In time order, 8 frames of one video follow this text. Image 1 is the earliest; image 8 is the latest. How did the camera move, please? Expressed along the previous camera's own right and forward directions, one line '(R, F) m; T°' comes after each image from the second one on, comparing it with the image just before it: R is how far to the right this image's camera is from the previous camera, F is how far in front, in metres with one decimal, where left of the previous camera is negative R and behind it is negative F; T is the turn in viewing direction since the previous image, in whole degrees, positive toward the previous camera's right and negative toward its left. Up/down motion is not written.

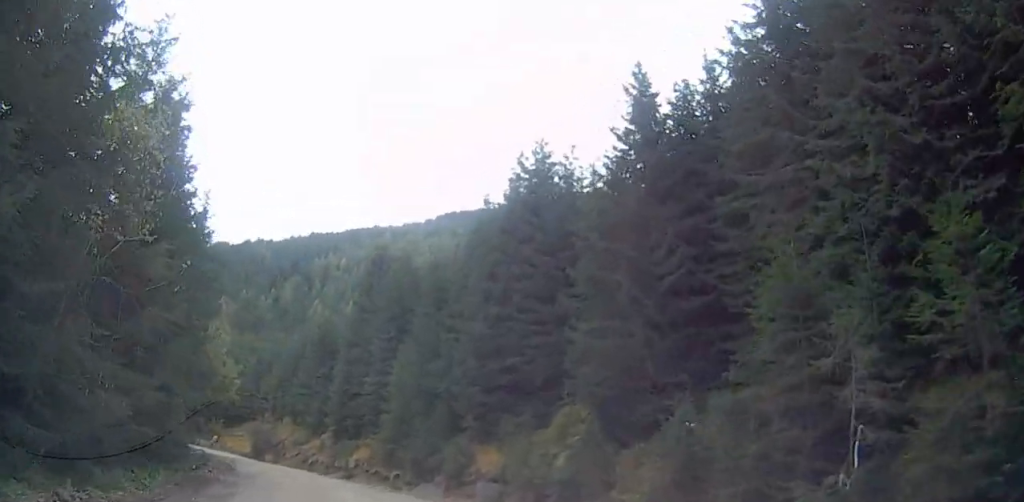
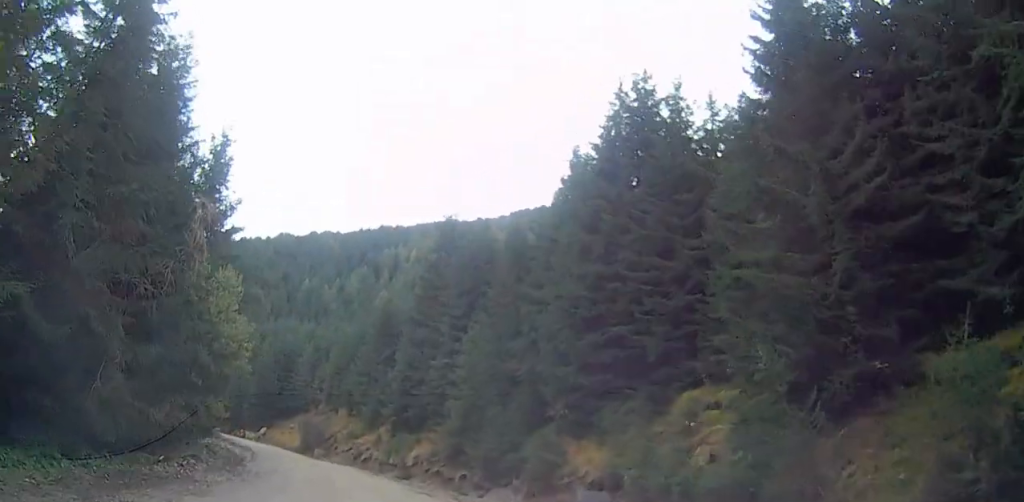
(0.0, +7.9) m; -1°
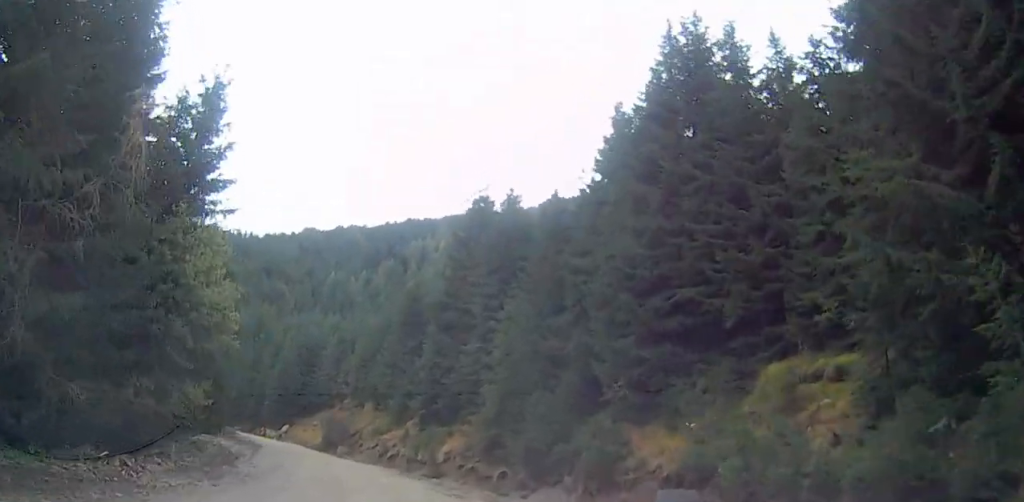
(+0.1, +4.6) m; -4°
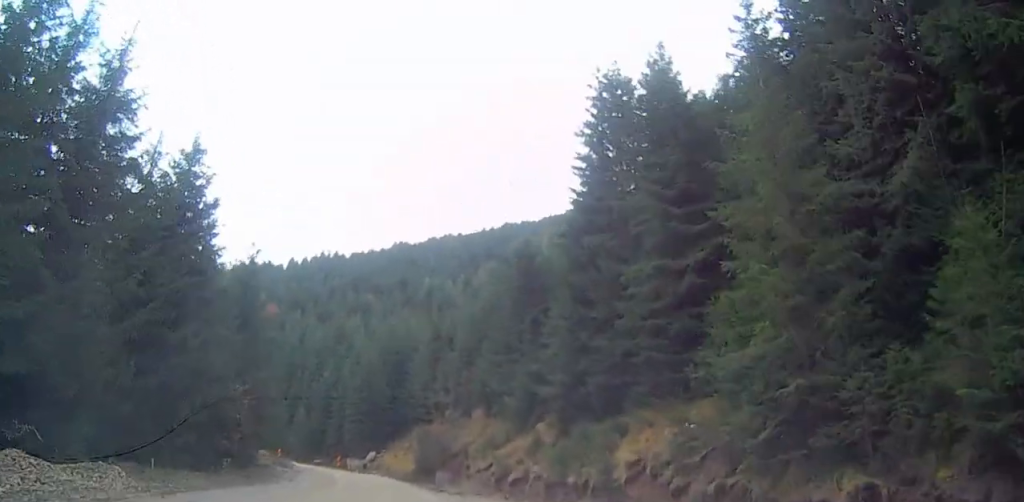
(-3.4, +18.0) m; -19°
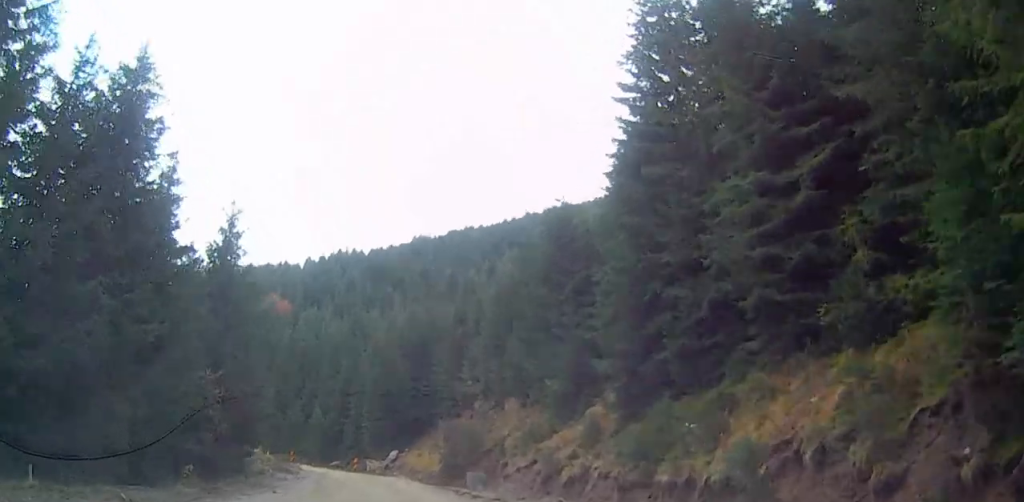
(-0.7, +7.1) m; +1°
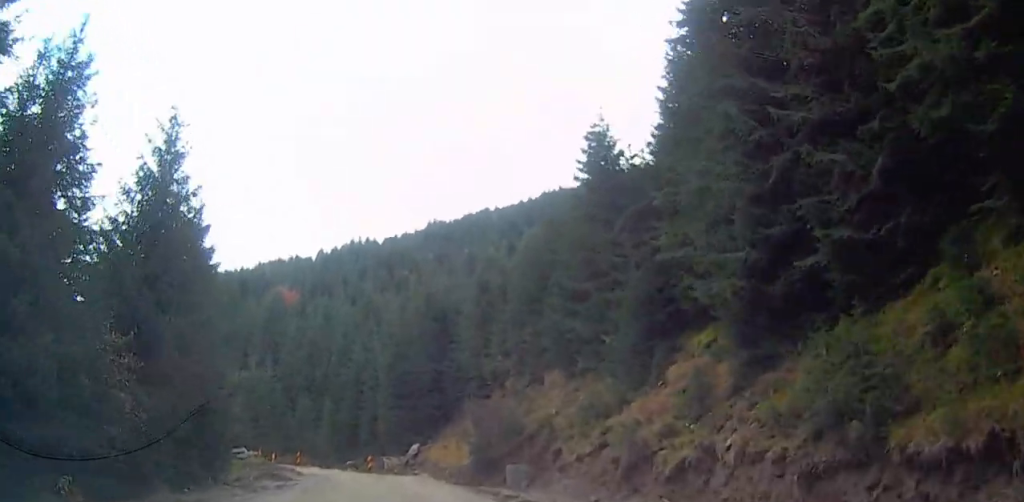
(+0.8, +8.9) m; -1°
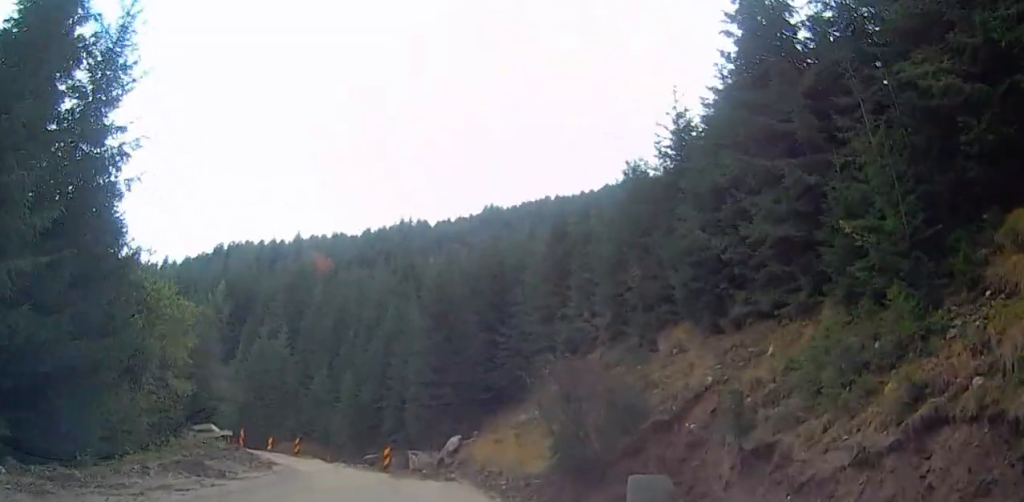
(-1.6, +15.0) m; -11°
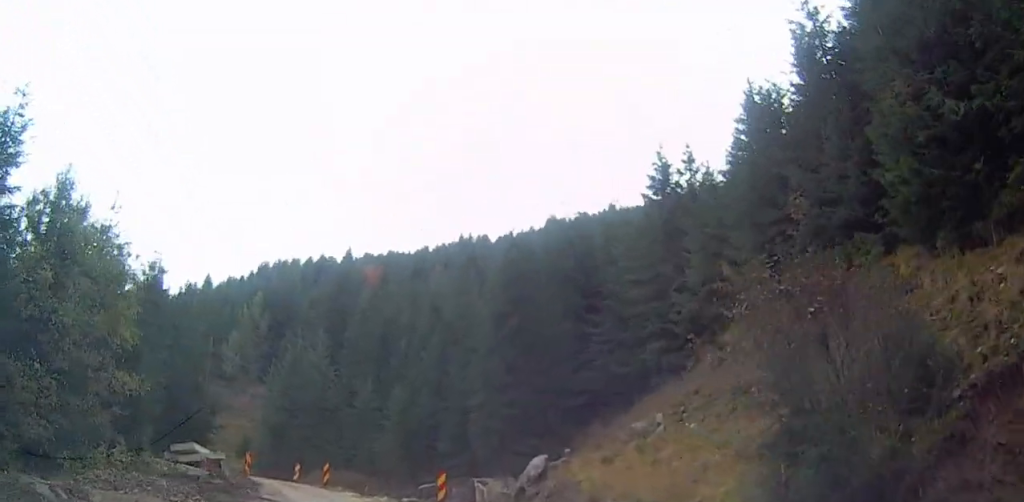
(-0.2, +11.4) m; -4°
